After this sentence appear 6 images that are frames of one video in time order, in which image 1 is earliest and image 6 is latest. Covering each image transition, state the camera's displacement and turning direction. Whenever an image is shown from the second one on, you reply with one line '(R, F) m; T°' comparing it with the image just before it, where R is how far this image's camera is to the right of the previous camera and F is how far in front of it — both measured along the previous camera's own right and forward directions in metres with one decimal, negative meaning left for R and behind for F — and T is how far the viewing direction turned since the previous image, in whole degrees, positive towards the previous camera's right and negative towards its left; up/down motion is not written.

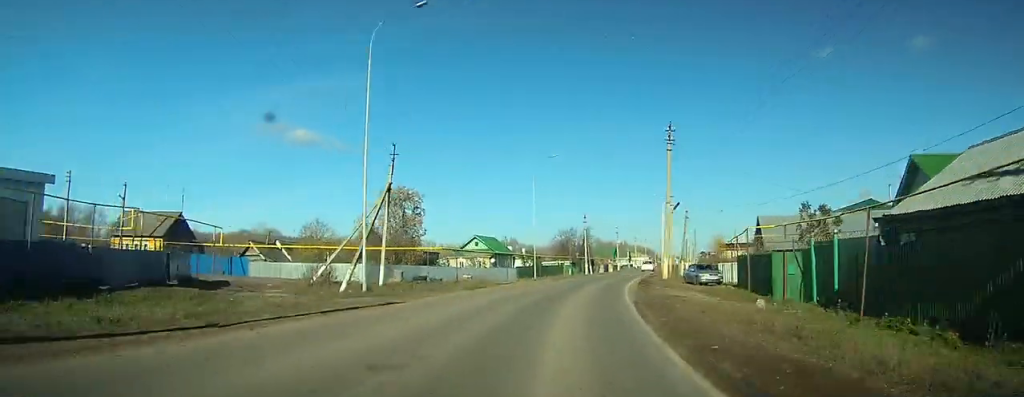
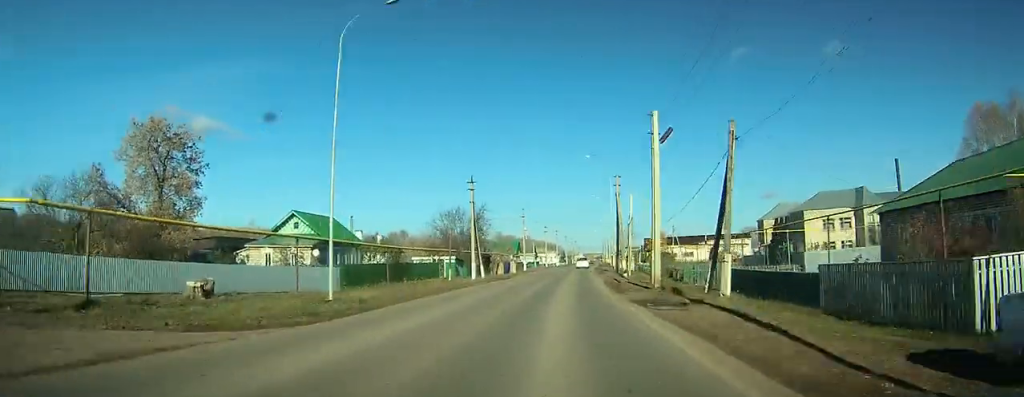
(+3.3, +34.8) m; +8°
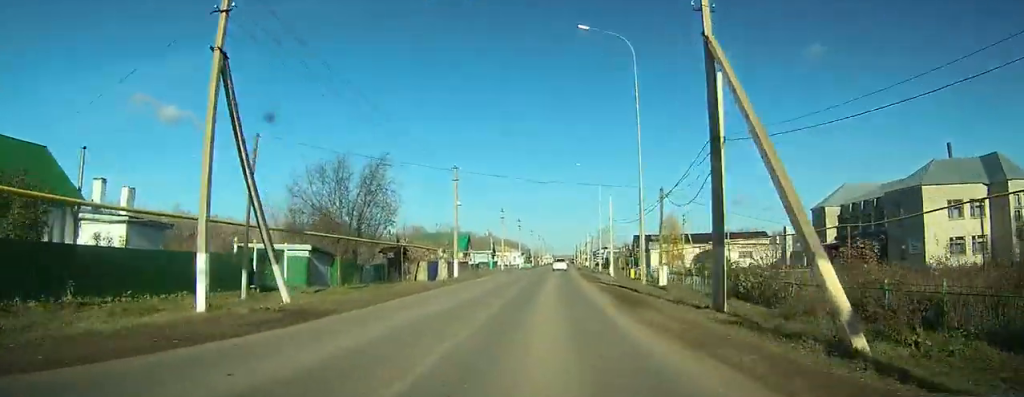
(+2.1, +39.3) m; +5°
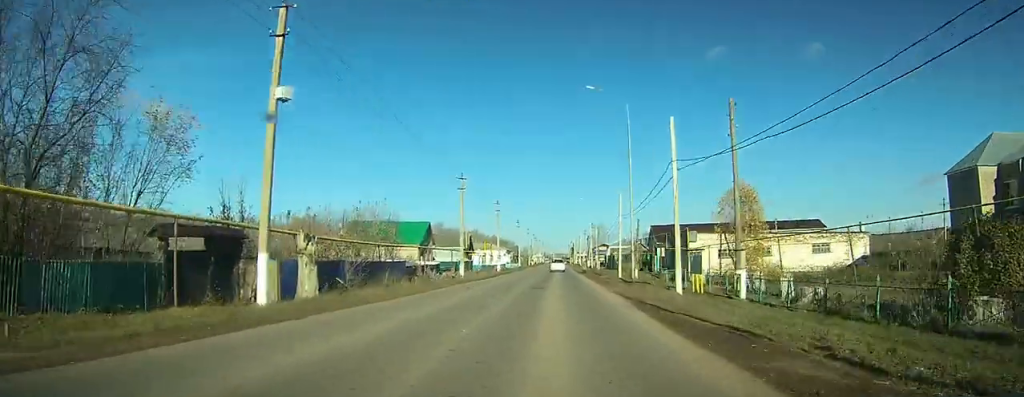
(+1.1, +34.6) m; +2°
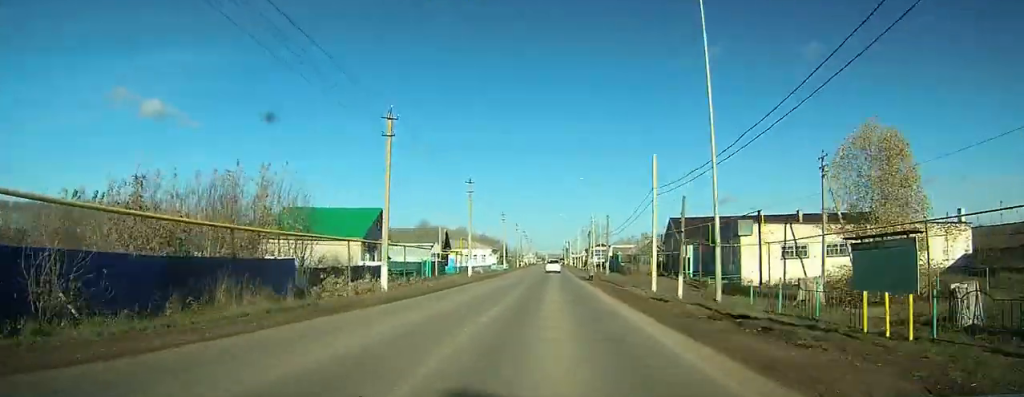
(+0.2, +23.2) m; 0°
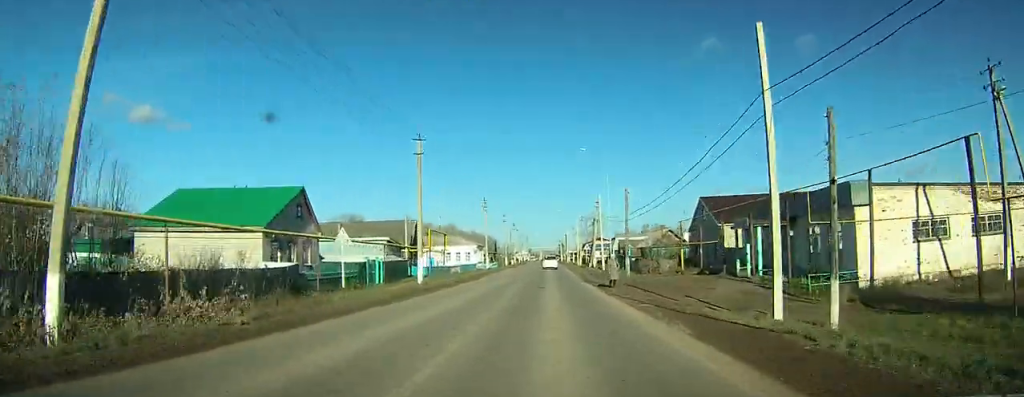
(0.0, +20.0) m; 0°
